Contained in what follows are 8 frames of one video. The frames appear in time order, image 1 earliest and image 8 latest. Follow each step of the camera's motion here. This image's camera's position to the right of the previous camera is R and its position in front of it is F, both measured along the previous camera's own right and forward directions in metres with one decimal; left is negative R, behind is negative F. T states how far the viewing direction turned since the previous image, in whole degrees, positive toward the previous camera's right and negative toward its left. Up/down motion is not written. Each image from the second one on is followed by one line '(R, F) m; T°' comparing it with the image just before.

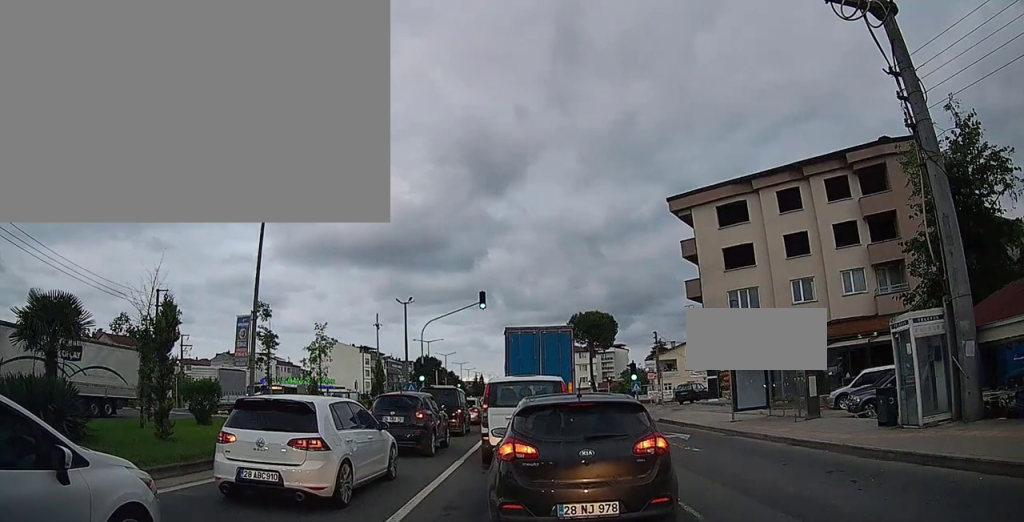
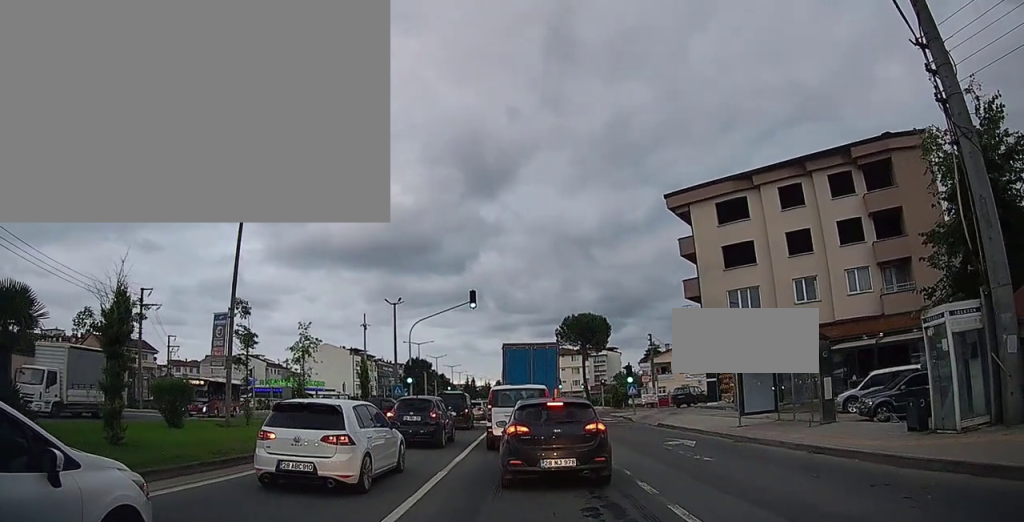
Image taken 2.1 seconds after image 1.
(-0.1, +0.8) m; 0°
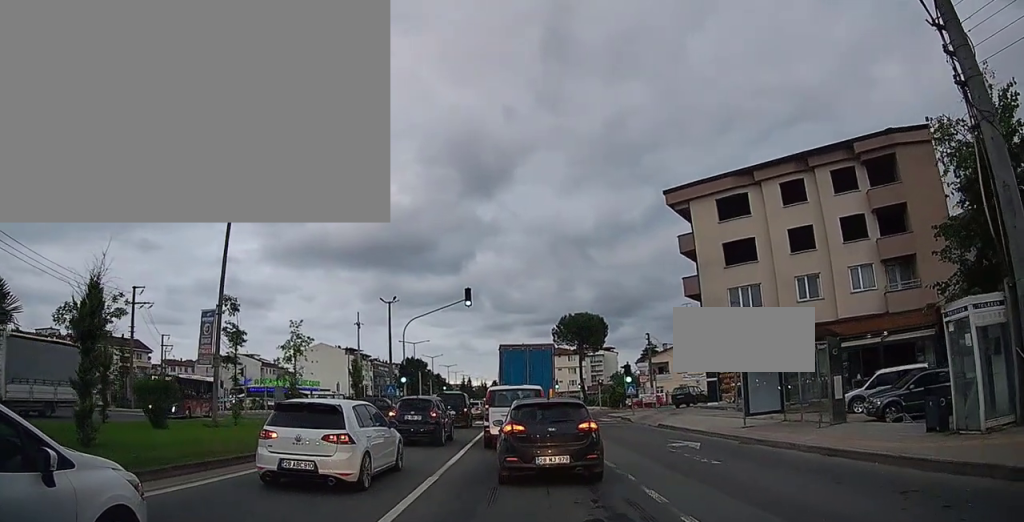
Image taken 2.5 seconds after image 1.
(0.0, +0.5) m; 0°
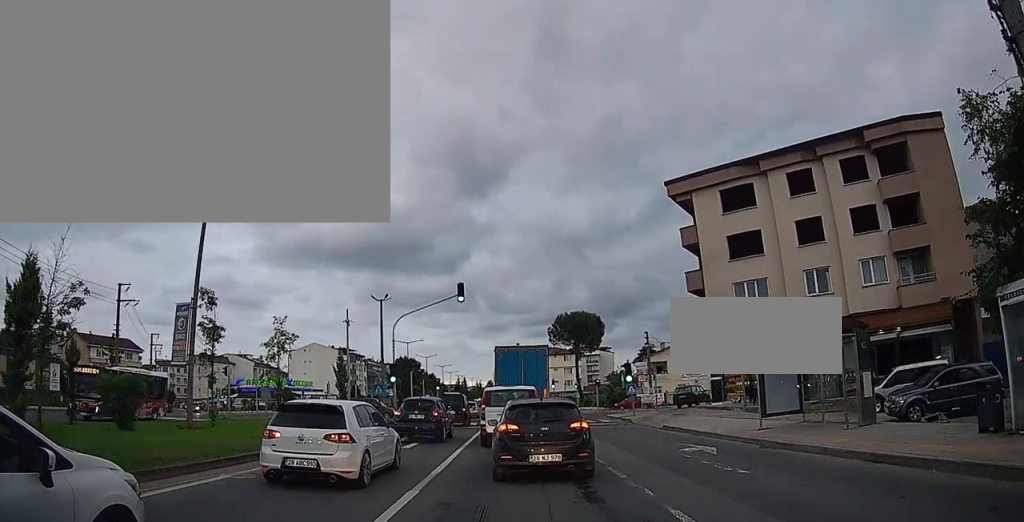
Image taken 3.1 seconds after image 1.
(0.0, +1.3) m; +2°
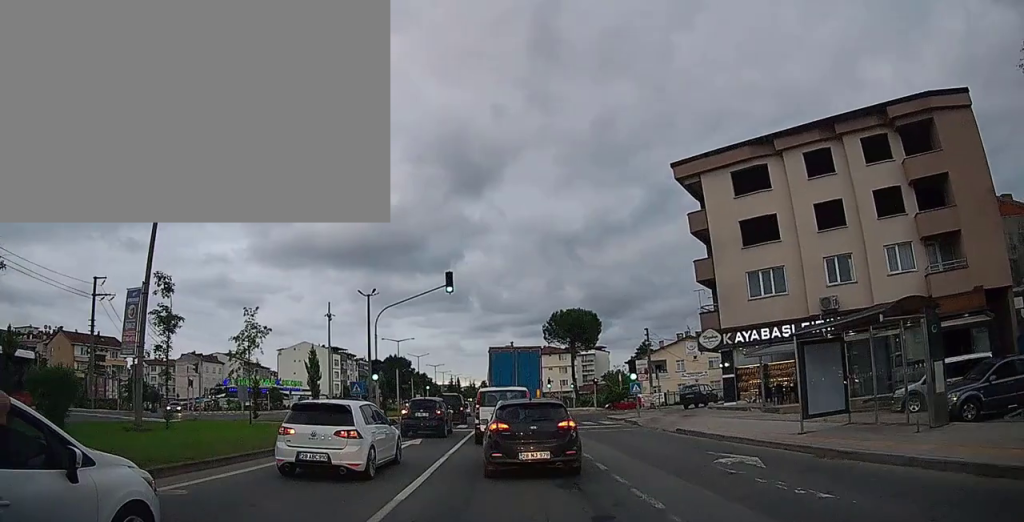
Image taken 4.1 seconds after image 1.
(+0.1, +2.5) m; +3°
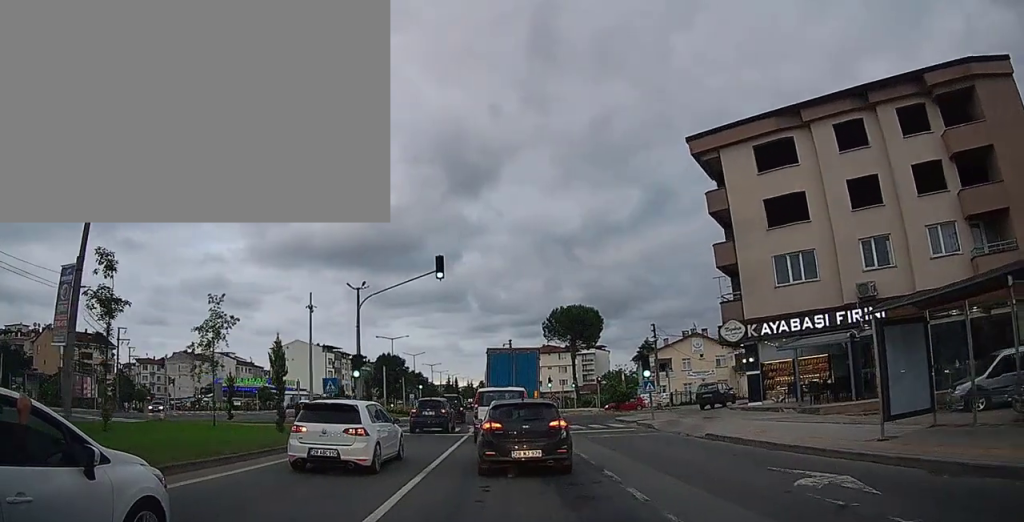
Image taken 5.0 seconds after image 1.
(+0.1, +3.1) m; +1°
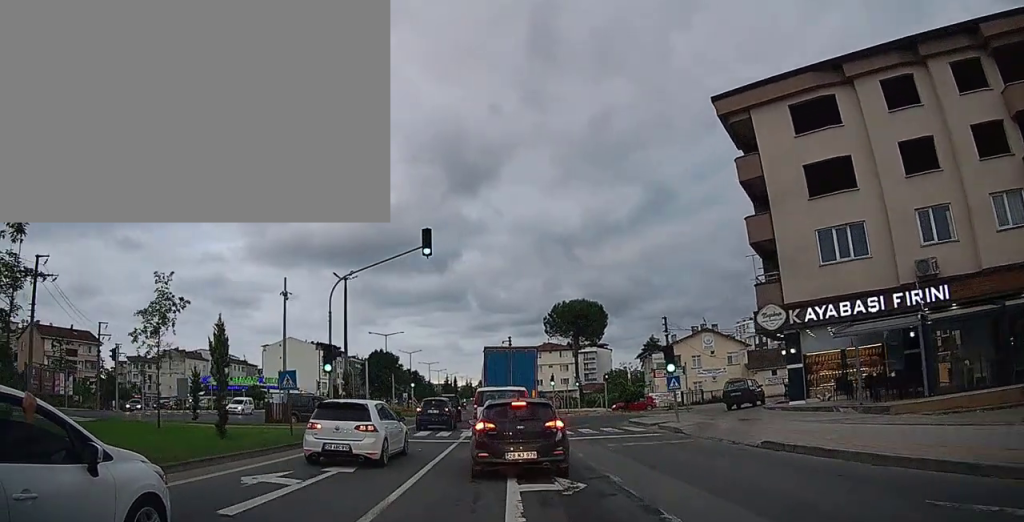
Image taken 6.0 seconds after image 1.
(0.0, +4.2) m; -2°
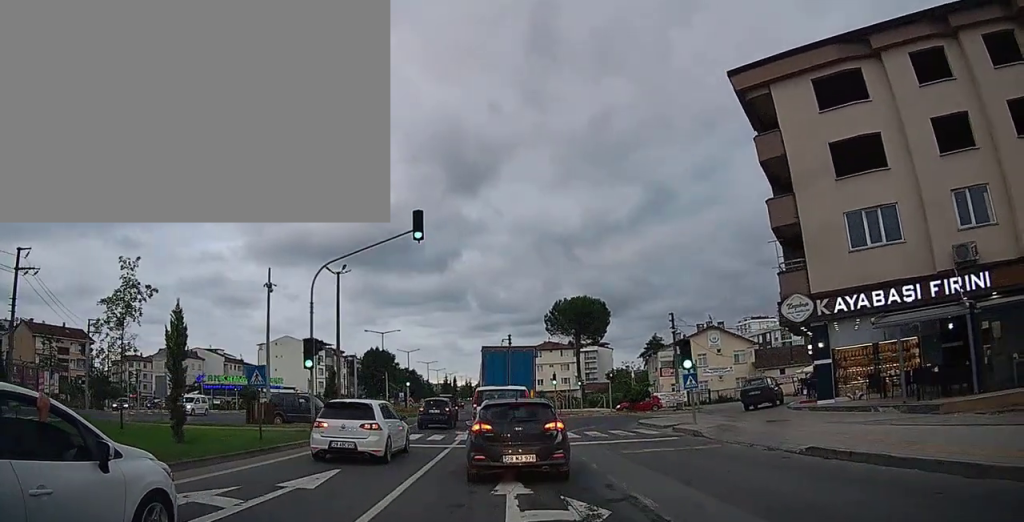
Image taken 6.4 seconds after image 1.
(-0.1, +2.2) m; -1°
